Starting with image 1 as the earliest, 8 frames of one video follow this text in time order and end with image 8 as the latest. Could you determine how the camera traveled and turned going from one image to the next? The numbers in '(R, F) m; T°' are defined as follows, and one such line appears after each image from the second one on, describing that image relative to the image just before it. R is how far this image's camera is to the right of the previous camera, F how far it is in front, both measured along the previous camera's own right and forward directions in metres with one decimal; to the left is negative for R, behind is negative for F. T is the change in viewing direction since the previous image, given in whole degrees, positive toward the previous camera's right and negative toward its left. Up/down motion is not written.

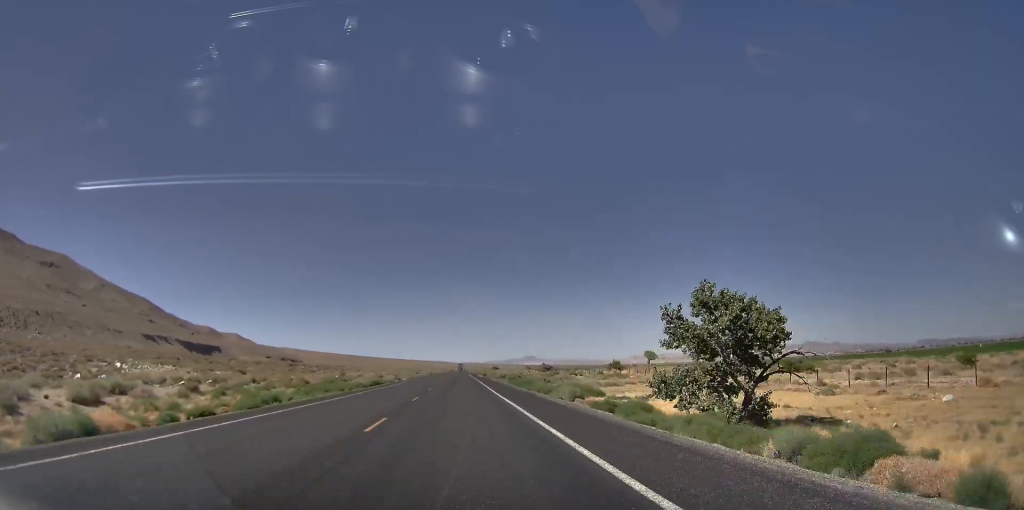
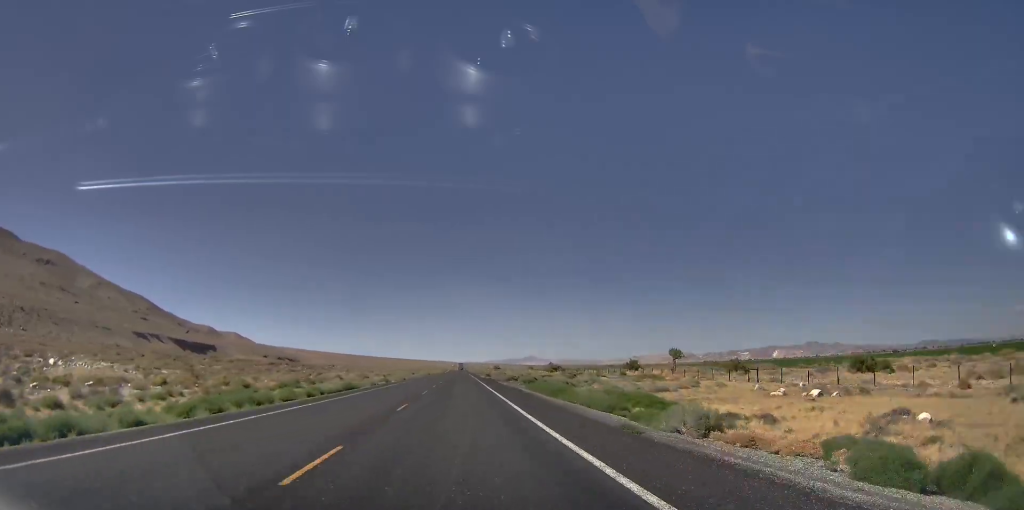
(+0.2, +18.0) m; 0°
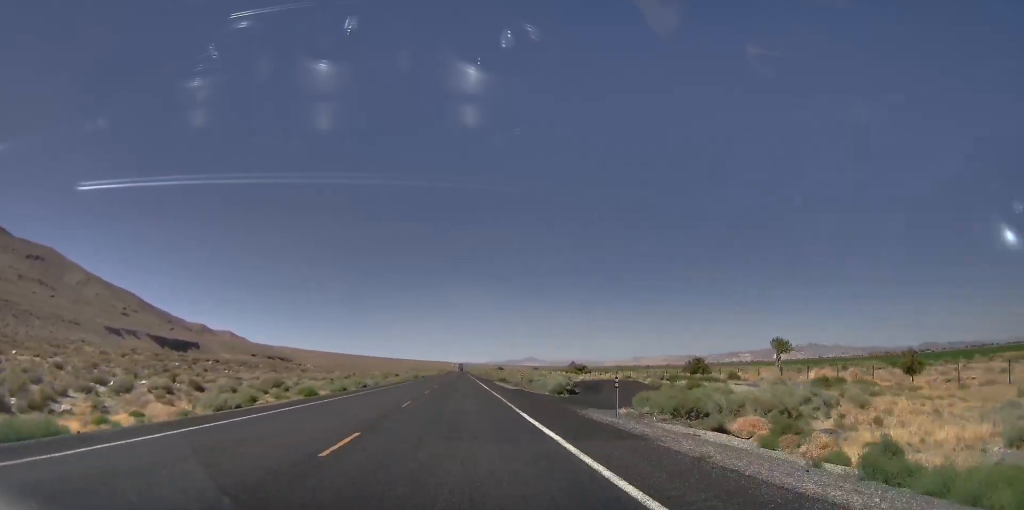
(+0.2, +46.6) m; 0°
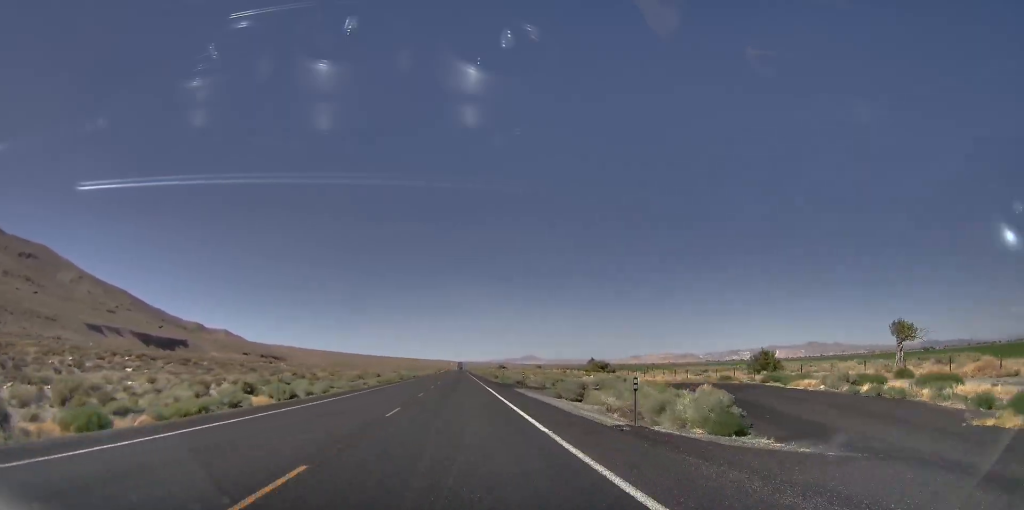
(0.0, +28.7) m; 0°
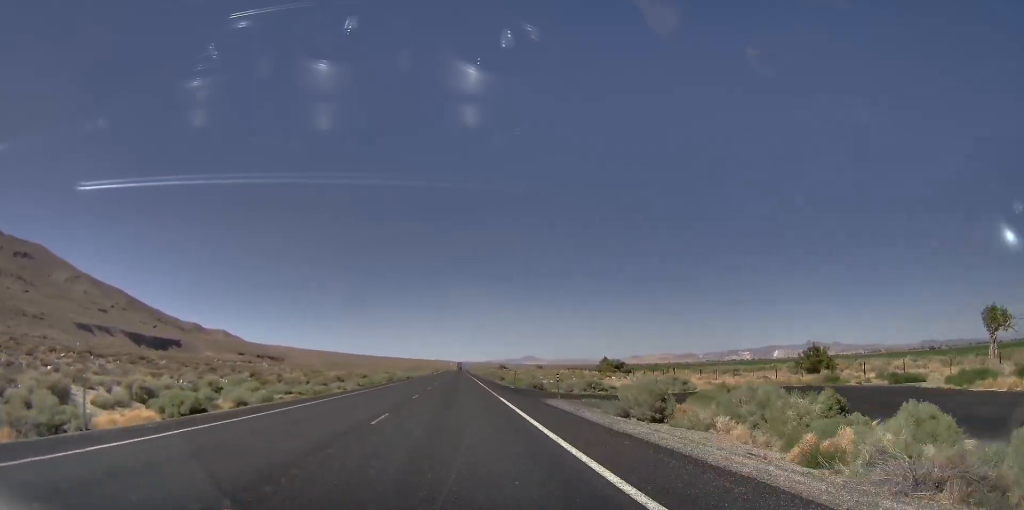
(0.0, +14.9) m; 0°
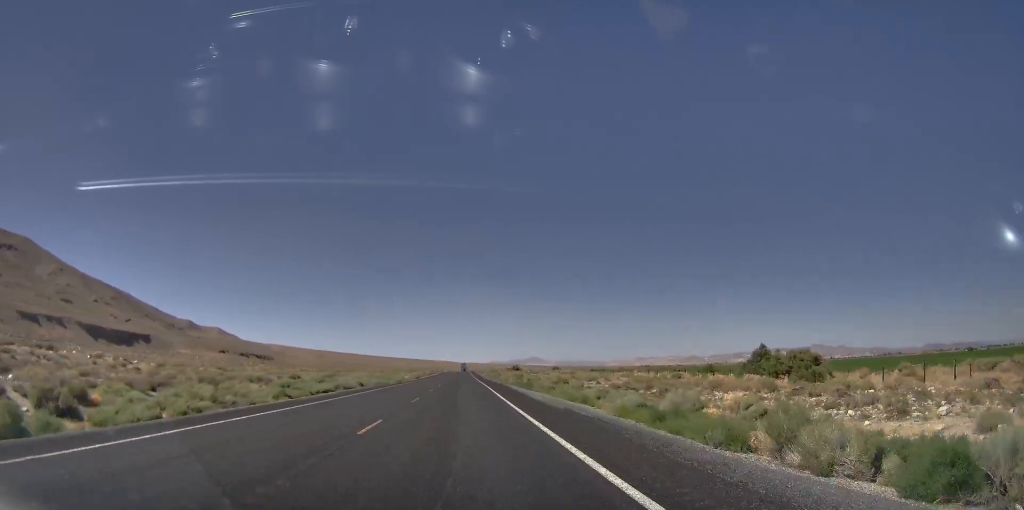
(+0.1, +75.6) m; 0°
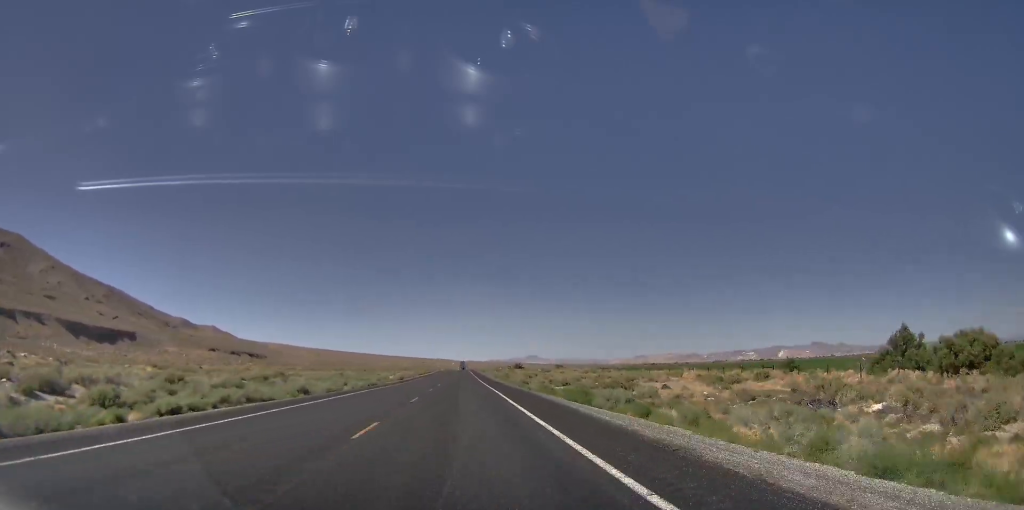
(0.0, +25.5) m; 0°
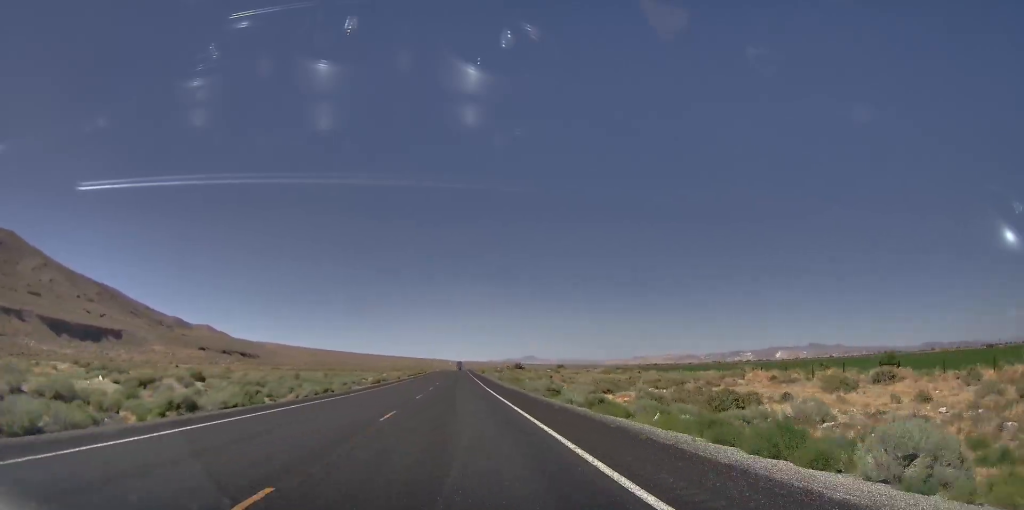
(0.0, +20.1) m; 0°
